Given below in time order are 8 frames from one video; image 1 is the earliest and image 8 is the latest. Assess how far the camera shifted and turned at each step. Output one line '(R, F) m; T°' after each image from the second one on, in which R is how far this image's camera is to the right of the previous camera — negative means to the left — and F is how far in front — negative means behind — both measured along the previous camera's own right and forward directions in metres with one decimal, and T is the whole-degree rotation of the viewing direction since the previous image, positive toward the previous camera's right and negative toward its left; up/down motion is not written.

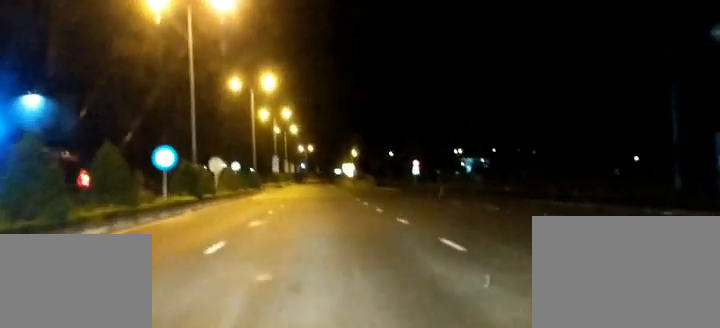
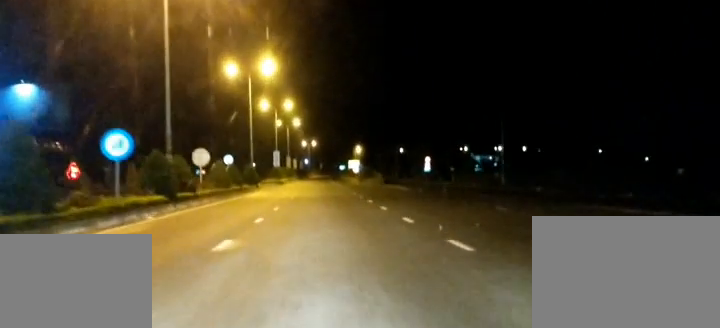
(0.0, +9.2) m; -2°
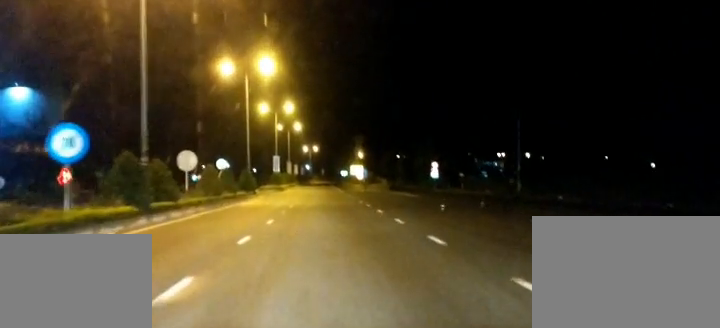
(-0.1, +5.0) m; -2°
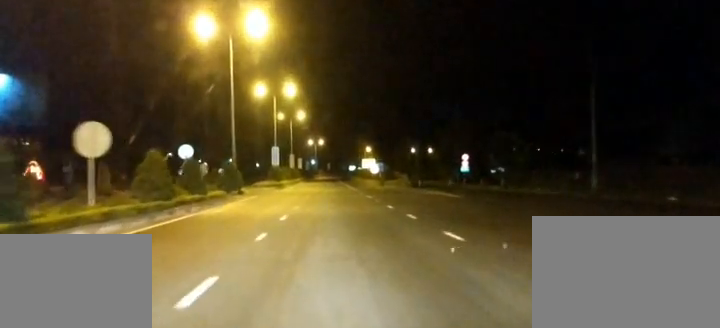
(-0.5, +17.4) m; -3°
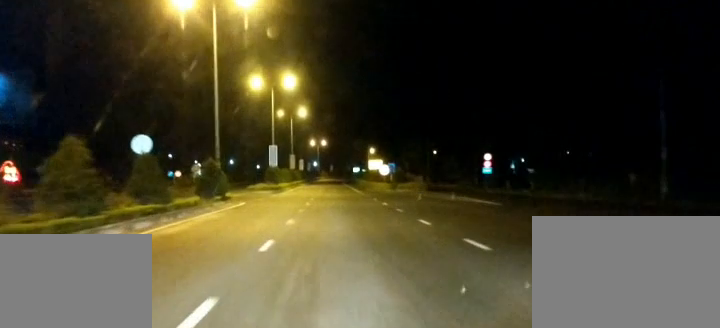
(-0.2, +10.1) m; -1°
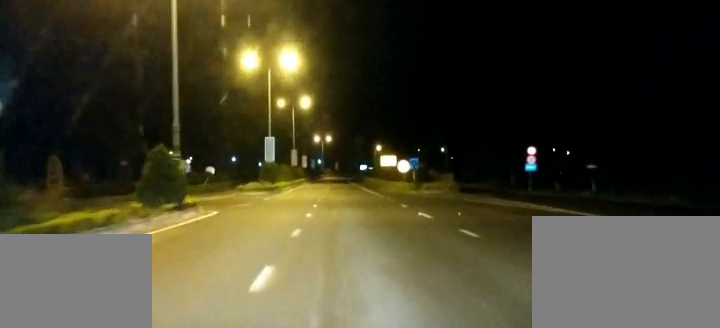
(-0.1, +13.1) m; +1°
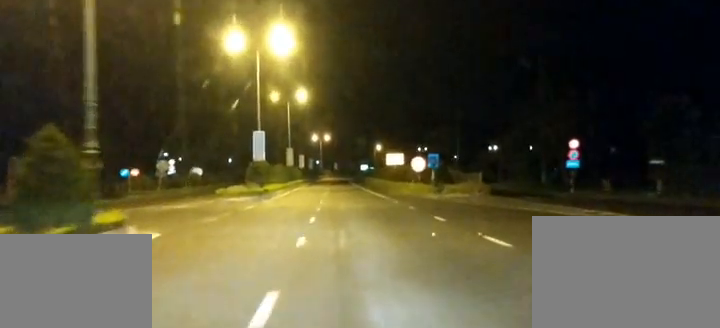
(+0.1, +11.3) m; 0°
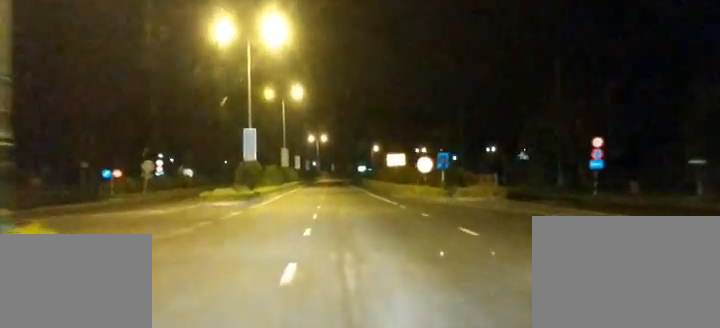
(0.0, +4.8) m; 0°
